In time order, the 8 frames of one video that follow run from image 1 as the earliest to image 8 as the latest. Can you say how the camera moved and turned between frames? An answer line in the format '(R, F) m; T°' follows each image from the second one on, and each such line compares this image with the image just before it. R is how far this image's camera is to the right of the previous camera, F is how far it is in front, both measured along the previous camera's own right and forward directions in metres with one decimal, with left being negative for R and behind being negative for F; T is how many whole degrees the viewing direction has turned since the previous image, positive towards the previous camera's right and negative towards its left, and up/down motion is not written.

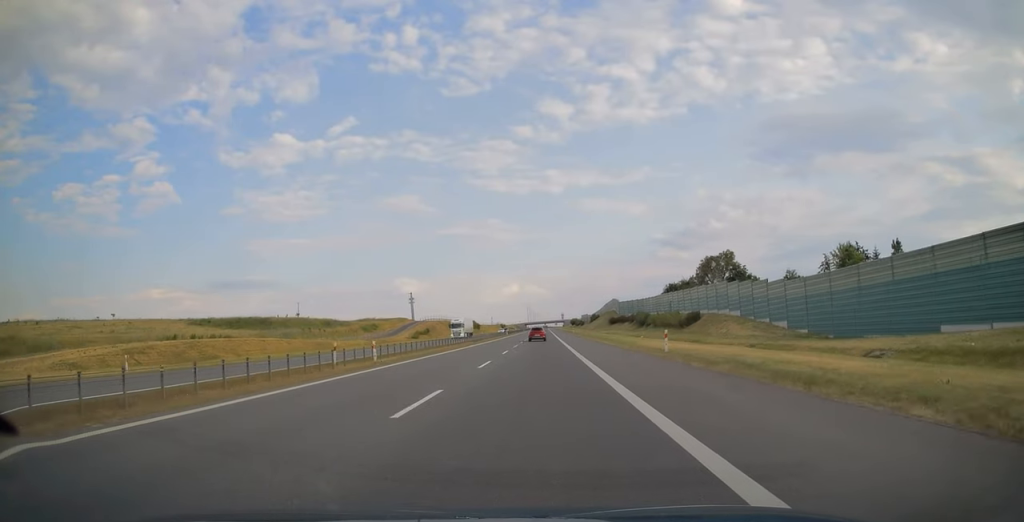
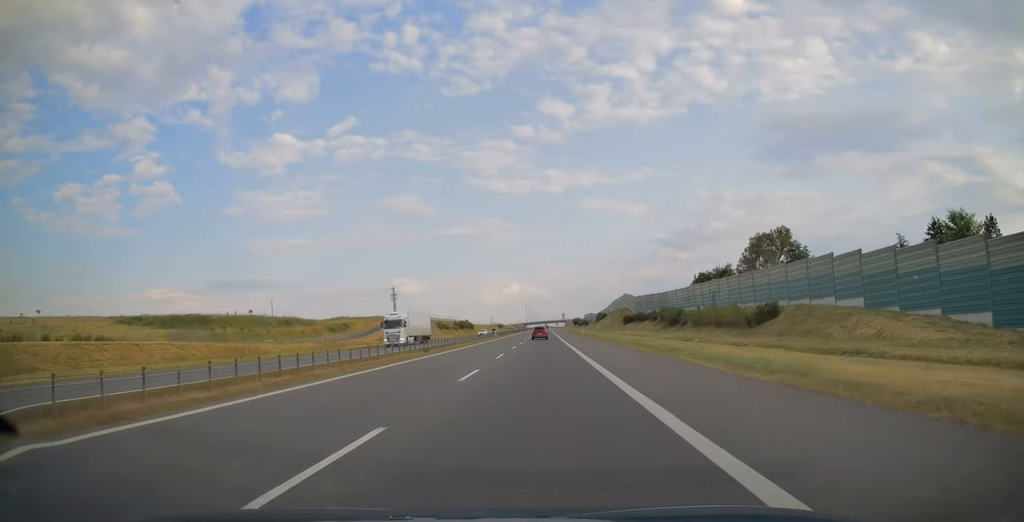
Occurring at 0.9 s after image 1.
(-0.1, +29.3) m; 0°
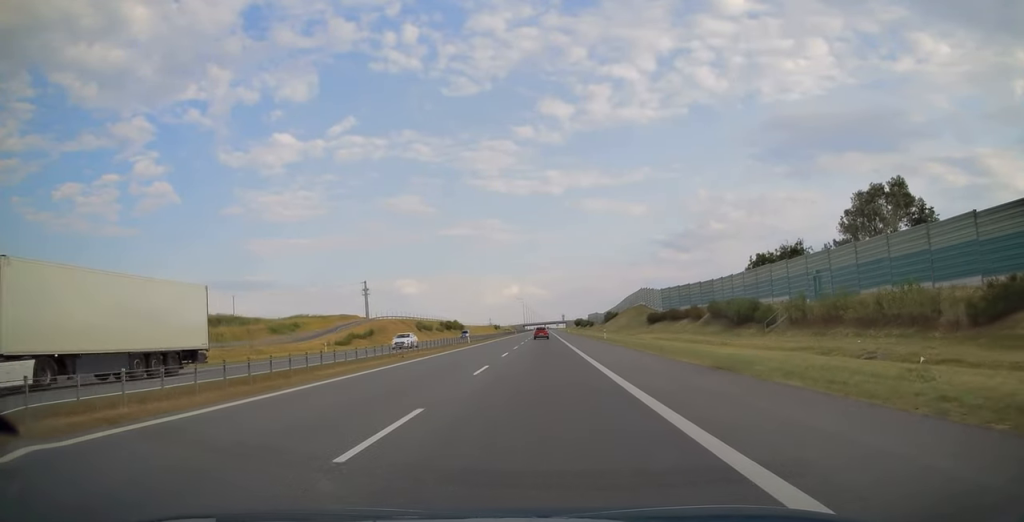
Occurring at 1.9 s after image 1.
(+0.1, +33.7) m; 0°
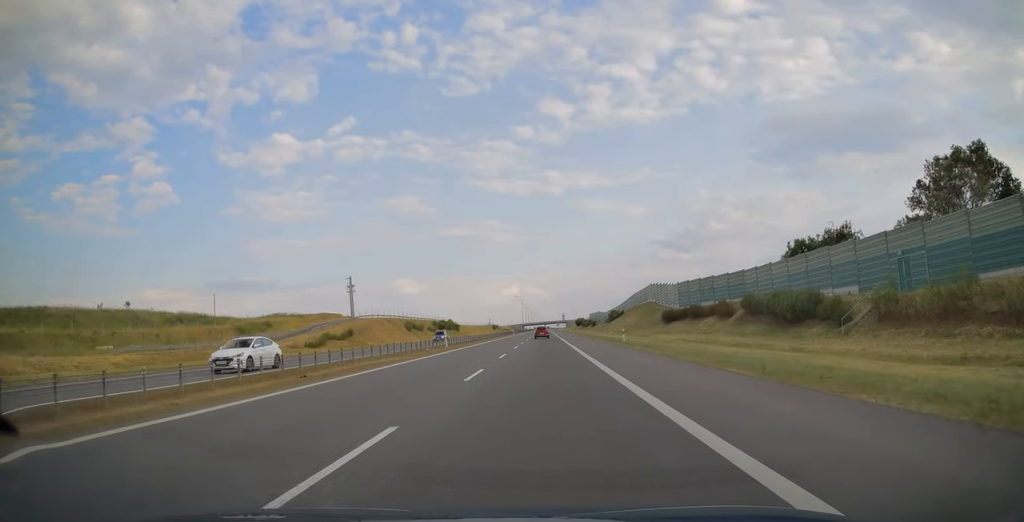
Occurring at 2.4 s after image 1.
(0.0, +14.2) m; 0°
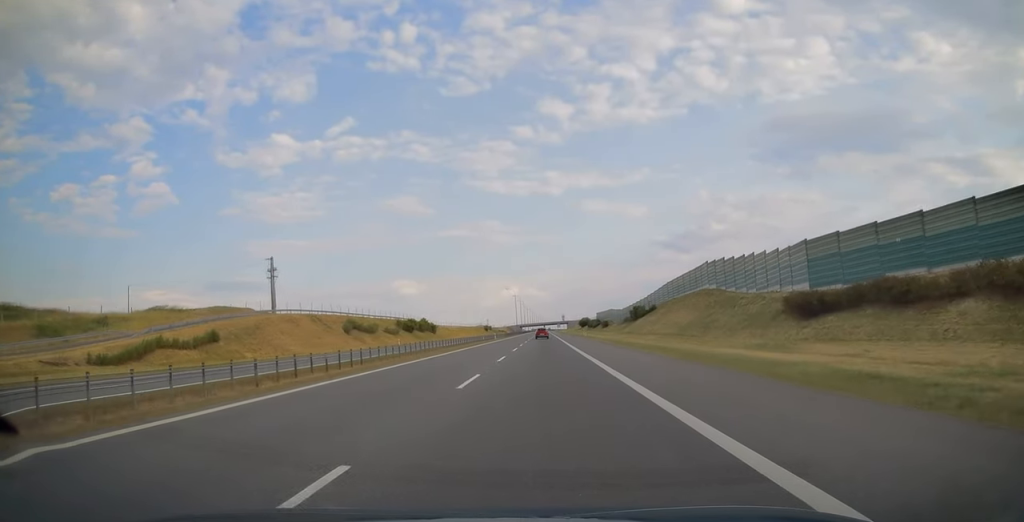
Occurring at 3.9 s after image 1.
(0.0, +50.0) m; 0°
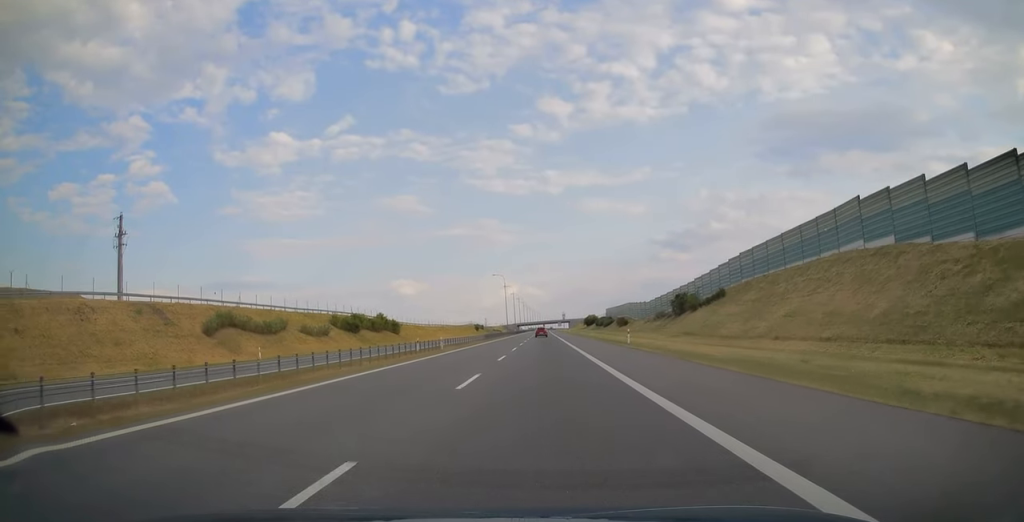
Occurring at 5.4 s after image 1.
(0.0, +47.7) m; 0°
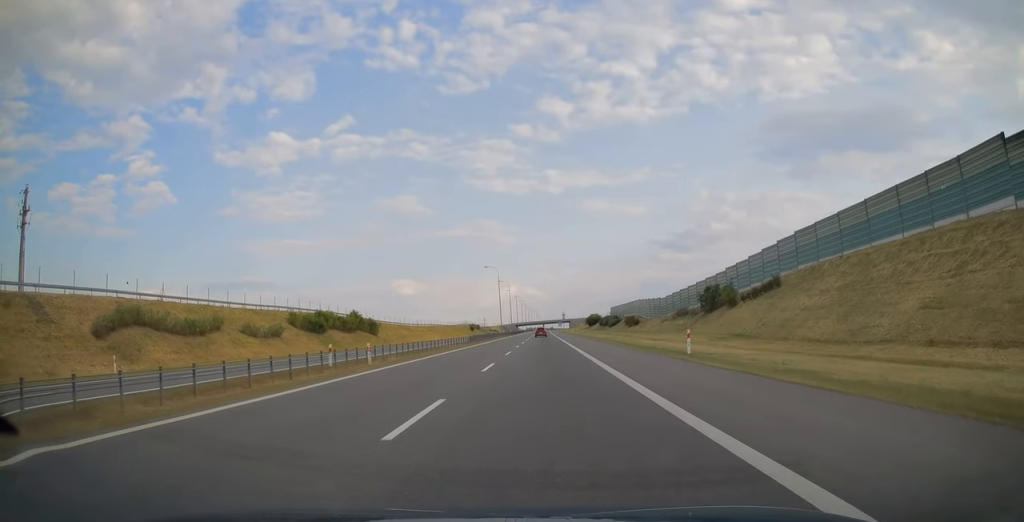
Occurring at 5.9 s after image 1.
(0.0, +18.5) m; 0°
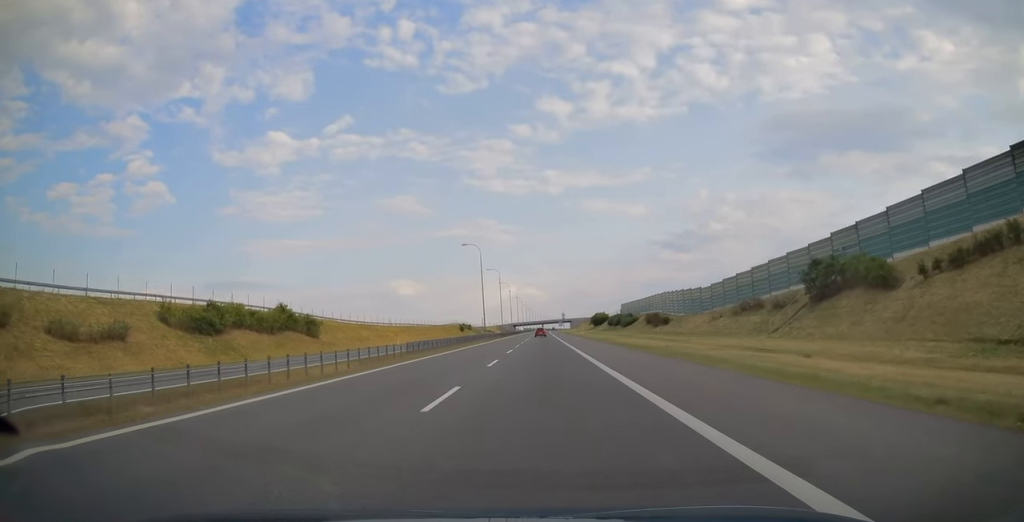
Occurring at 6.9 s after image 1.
(+0.1, +33.1) m; 0°
